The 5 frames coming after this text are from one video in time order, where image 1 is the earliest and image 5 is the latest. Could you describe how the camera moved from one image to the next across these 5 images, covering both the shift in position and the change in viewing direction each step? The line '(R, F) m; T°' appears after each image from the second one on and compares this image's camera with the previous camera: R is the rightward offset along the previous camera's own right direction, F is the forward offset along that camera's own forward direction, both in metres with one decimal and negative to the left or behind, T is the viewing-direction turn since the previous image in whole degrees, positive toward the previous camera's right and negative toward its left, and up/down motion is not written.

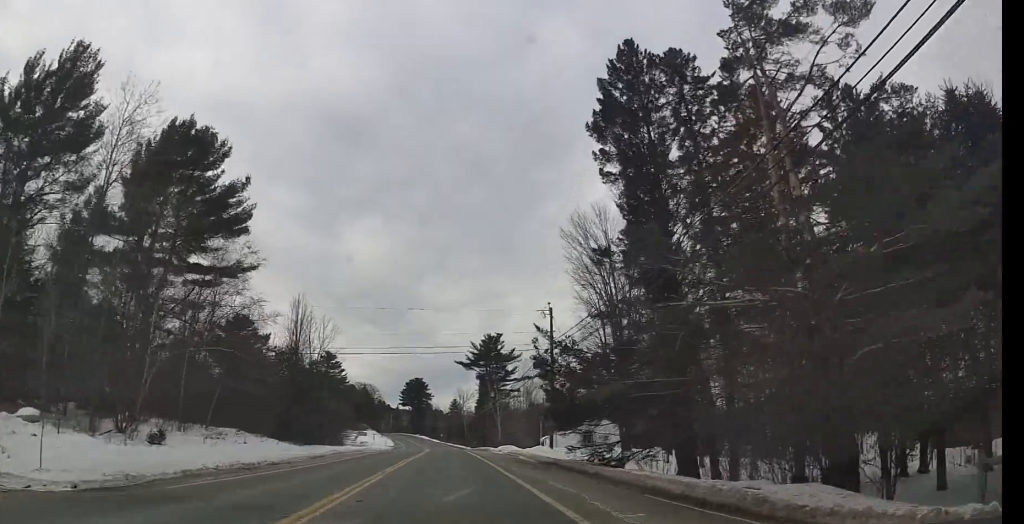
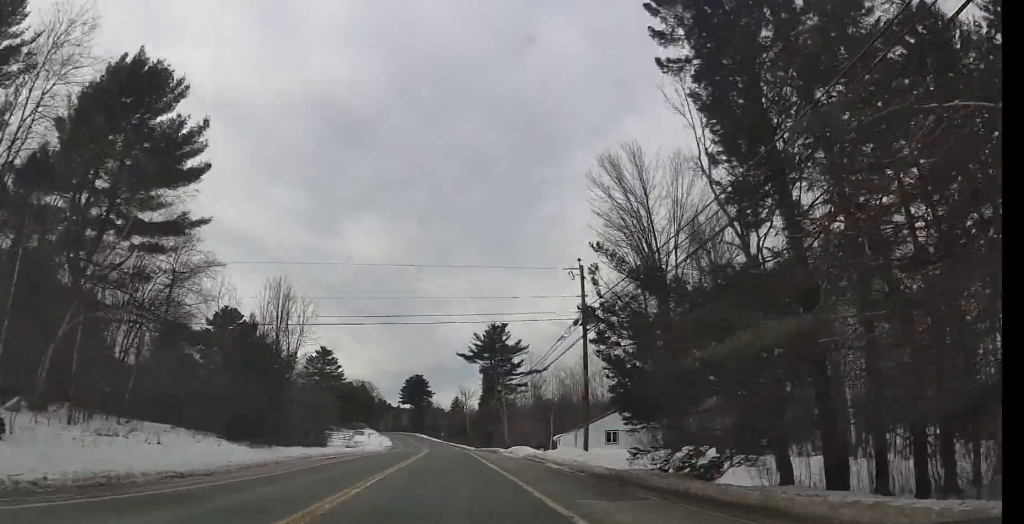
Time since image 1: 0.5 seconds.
(0.0, +8.5) m; 0°
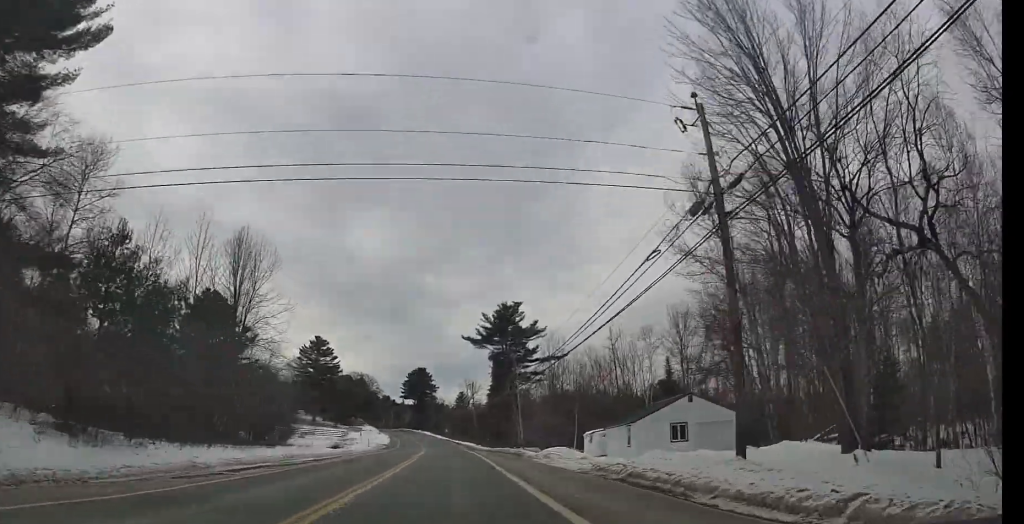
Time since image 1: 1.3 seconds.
(0.0, +13.9) m; +1°
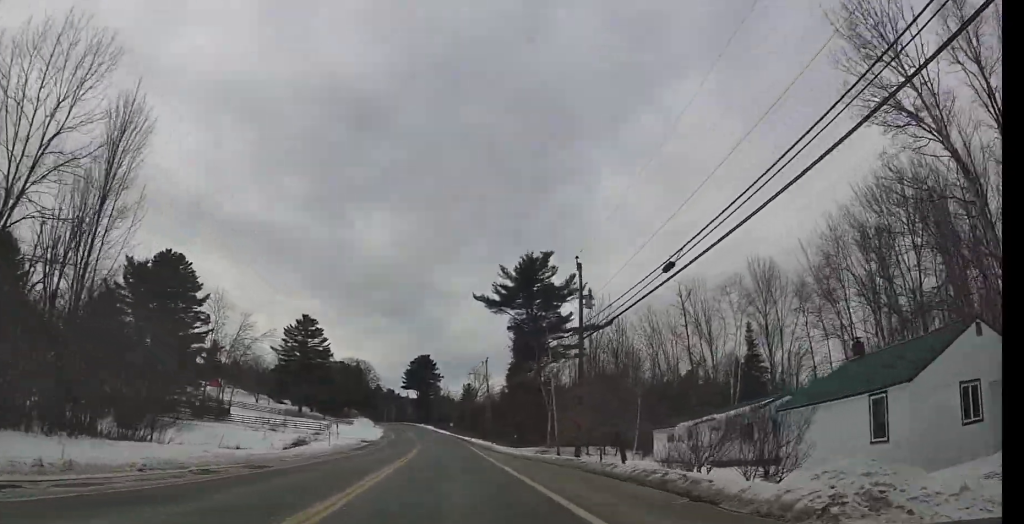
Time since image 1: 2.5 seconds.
(+0.2, +22.2) m; -1°
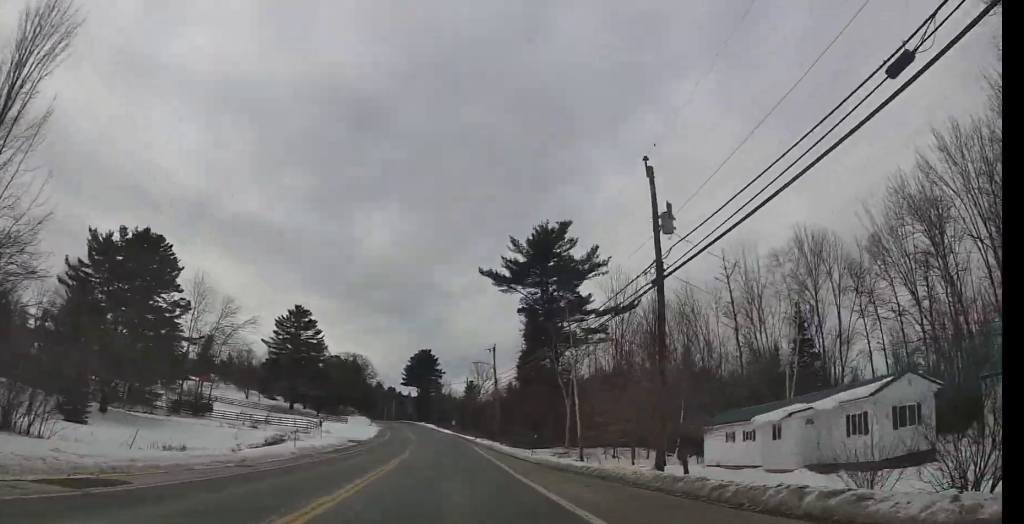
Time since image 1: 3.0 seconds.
(-0.2, +9.4) m; 0°
